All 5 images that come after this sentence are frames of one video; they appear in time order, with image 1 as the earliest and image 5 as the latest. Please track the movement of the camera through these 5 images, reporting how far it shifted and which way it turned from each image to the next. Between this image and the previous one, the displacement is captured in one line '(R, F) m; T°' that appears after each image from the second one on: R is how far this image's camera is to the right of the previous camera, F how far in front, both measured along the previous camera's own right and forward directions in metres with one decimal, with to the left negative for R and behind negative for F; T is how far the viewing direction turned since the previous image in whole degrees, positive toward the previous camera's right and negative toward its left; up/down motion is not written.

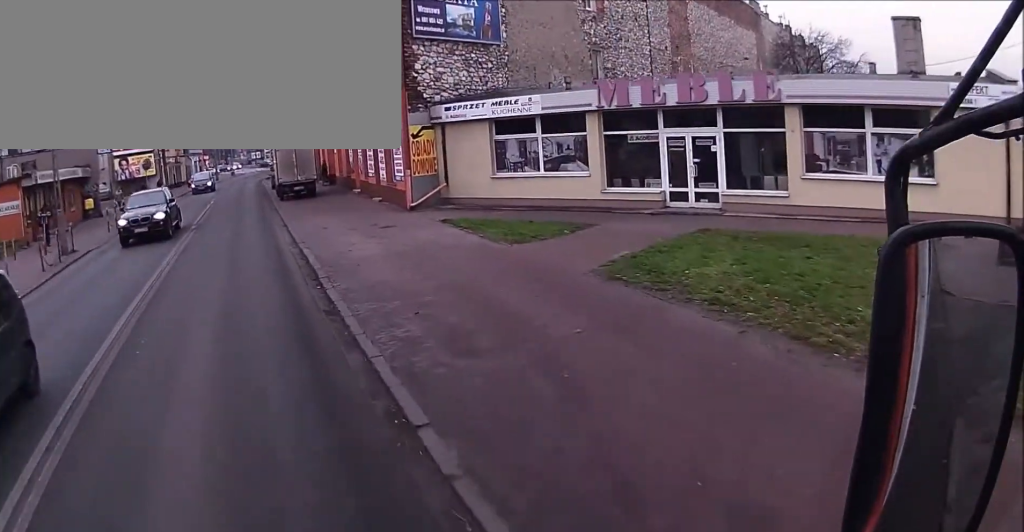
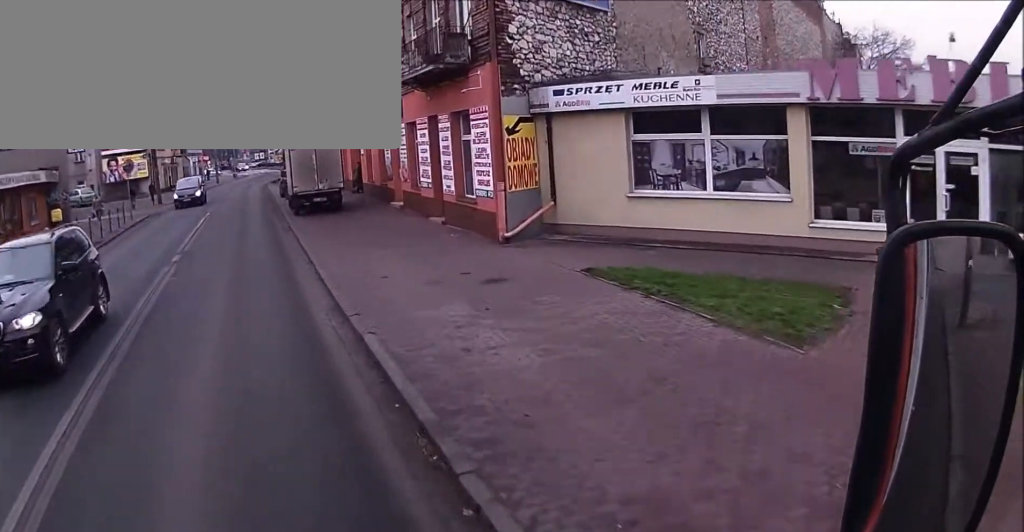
(0.0, +6.1) m; 0°
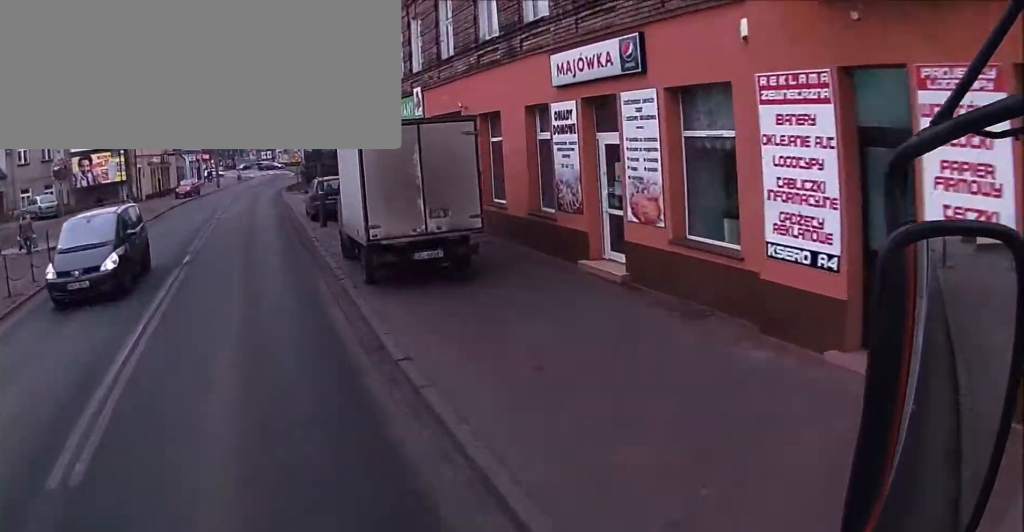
(-0.2, +11.3) m; -2°
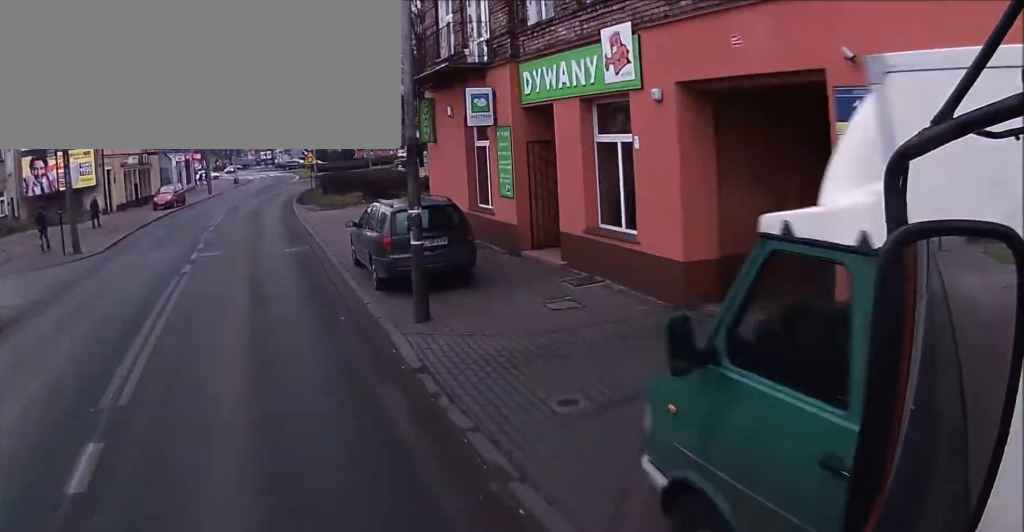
(-0.1, +10.2) m; -2°
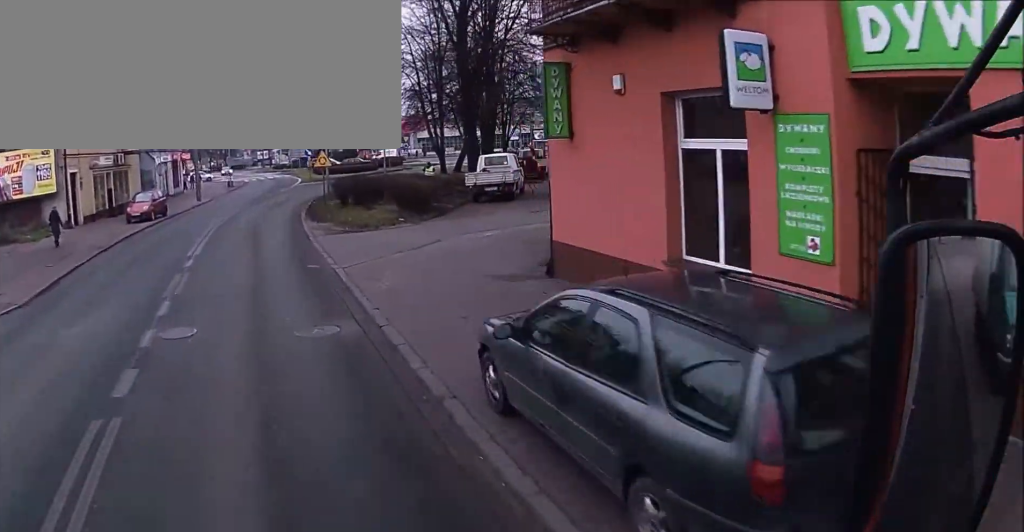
(-0.1, +7.2) m; -1°
